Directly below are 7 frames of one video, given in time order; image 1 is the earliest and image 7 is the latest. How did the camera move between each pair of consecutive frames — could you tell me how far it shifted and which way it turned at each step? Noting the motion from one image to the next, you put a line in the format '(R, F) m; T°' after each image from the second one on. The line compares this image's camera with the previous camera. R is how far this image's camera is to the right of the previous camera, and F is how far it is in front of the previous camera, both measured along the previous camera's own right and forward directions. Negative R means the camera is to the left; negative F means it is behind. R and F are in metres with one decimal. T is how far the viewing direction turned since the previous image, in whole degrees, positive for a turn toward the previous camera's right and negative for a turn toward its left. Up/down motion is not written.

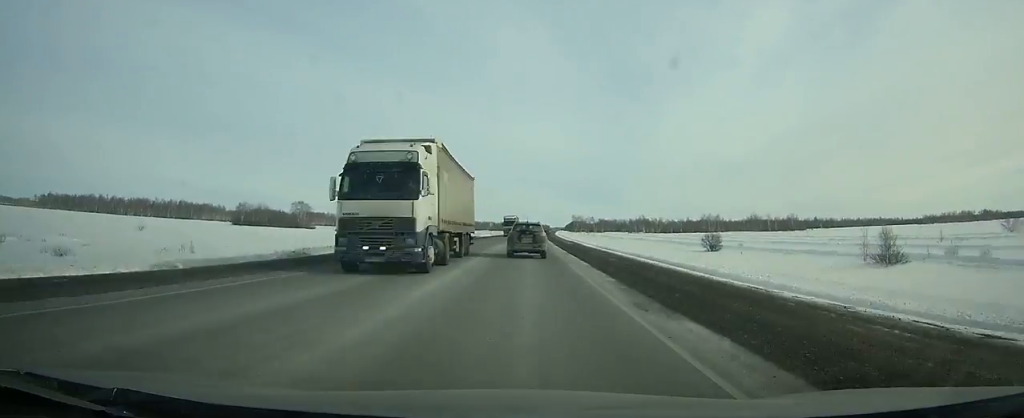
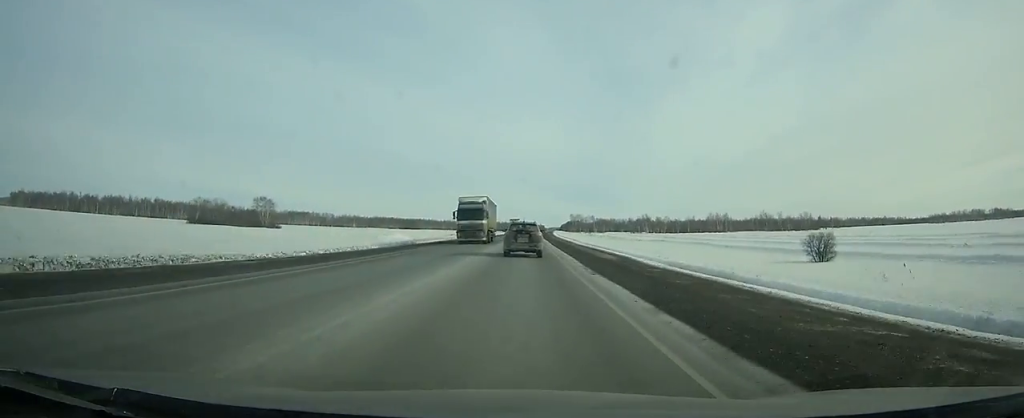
(+0.2, +34.0) m; 0°
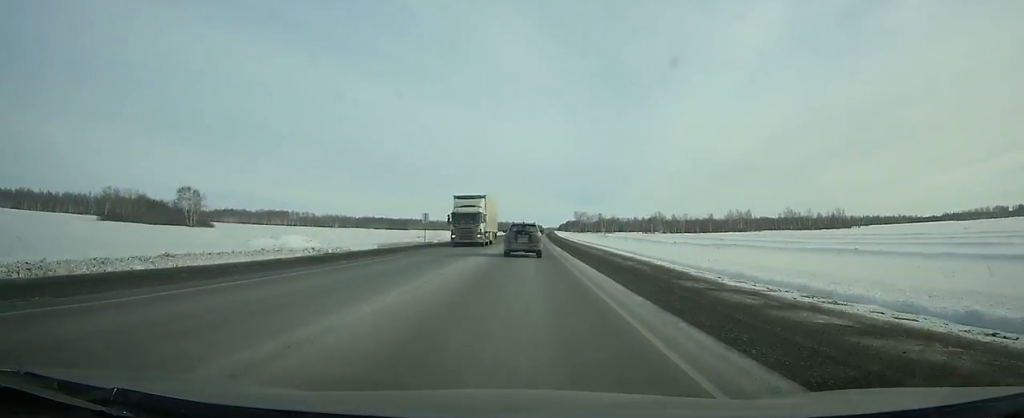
(+0.3, +53.7) m; +1°
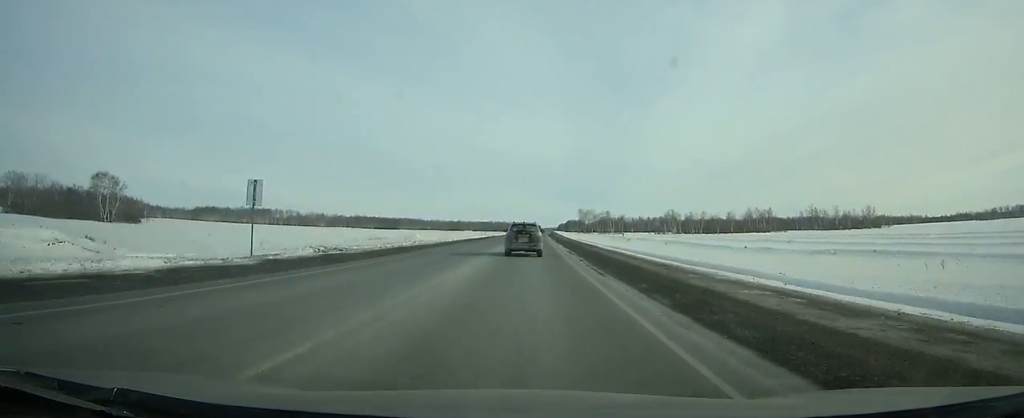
(+0.2, +39.4) m; +1°
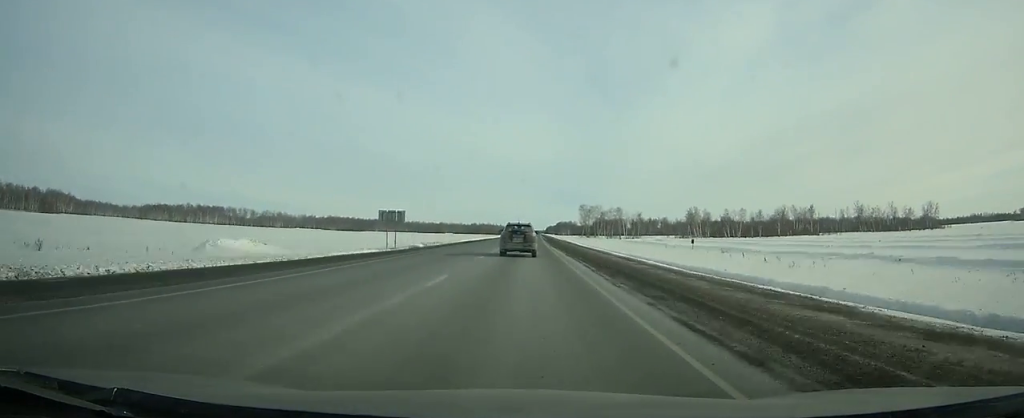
(+0.7, +74.1) m; +1°
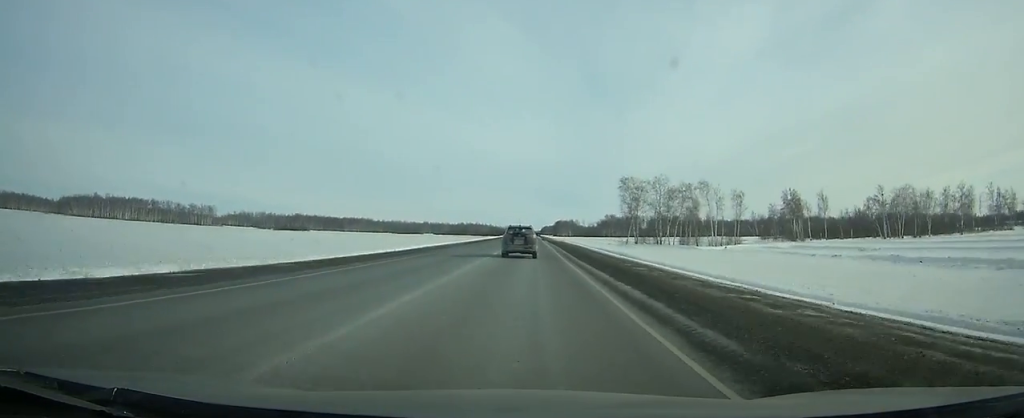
(+1.3, +114.2) m; +1°
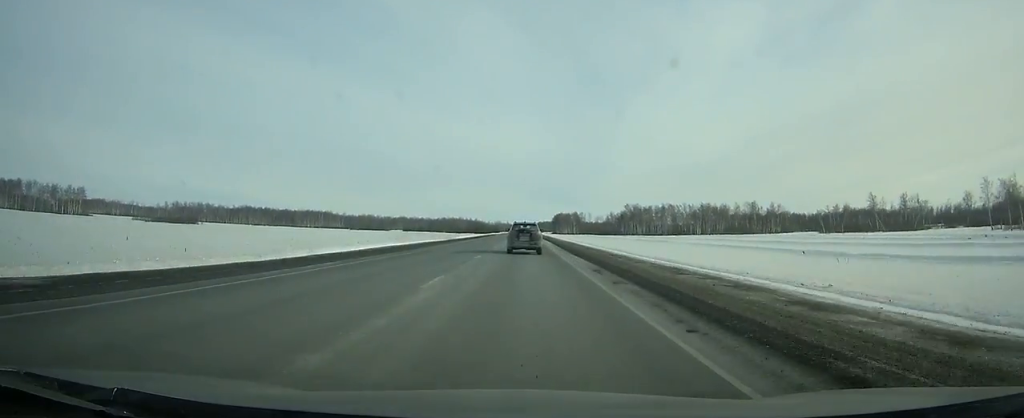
(+0.5, +129.5) m; 0°
